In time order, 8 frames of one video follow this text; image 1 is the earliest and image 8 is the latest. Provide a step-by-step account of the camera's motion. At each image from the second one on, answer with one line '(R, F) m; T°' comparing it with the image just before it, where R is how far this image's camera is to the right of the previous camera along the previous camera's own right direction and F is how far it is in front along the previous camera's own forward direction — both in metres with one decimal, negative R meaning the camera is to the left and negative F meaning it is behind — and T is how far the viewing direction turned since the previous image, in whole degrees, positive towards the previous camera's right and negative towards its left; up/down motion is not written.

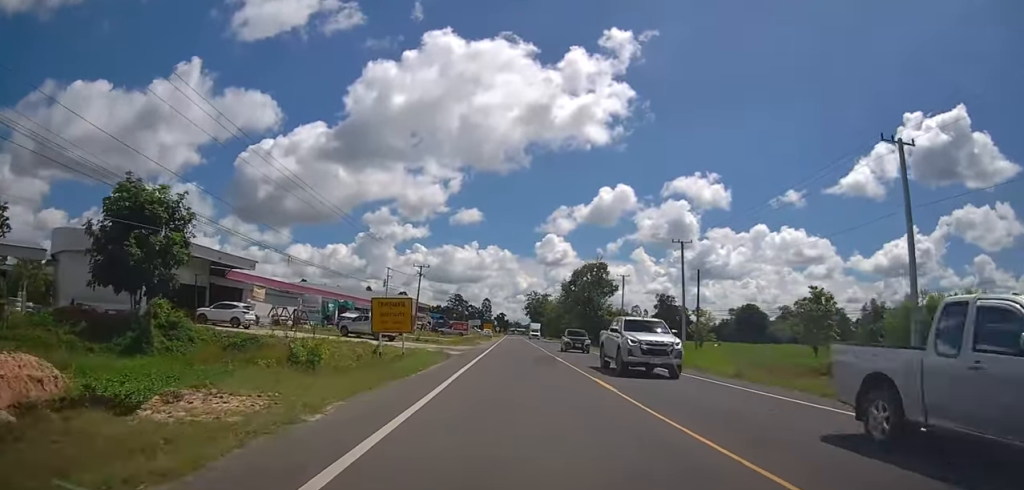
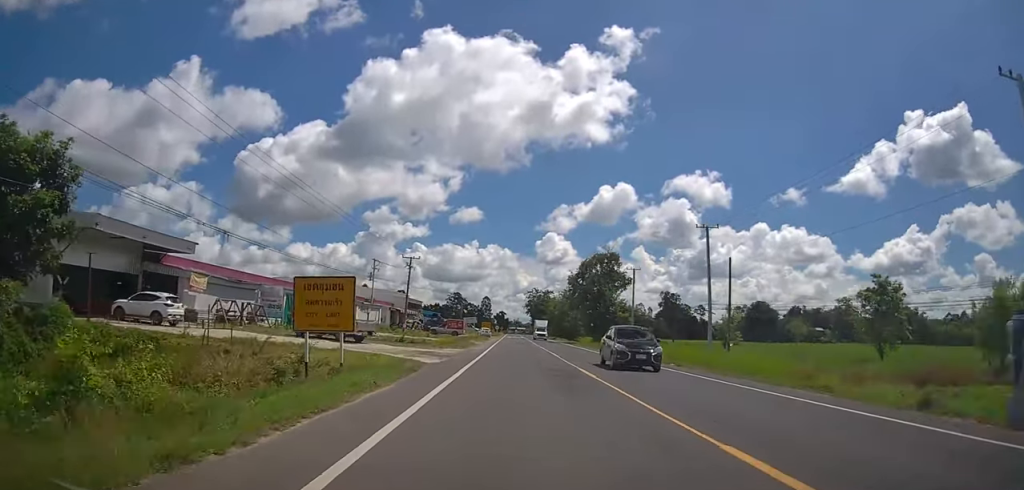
(-0.3, +9.6) m; 0°
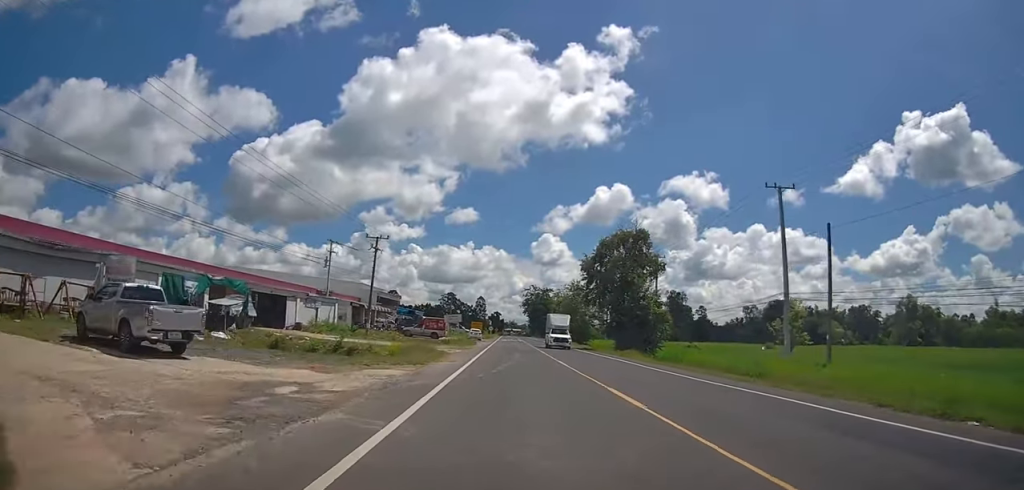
(+0.6, +17.9) m; +2°
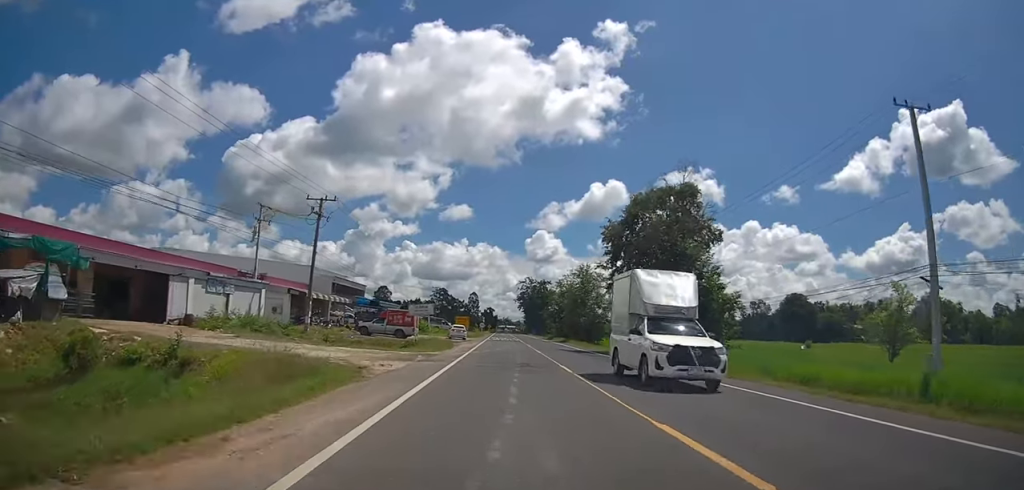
(-0.1, +17.3) m; -2°
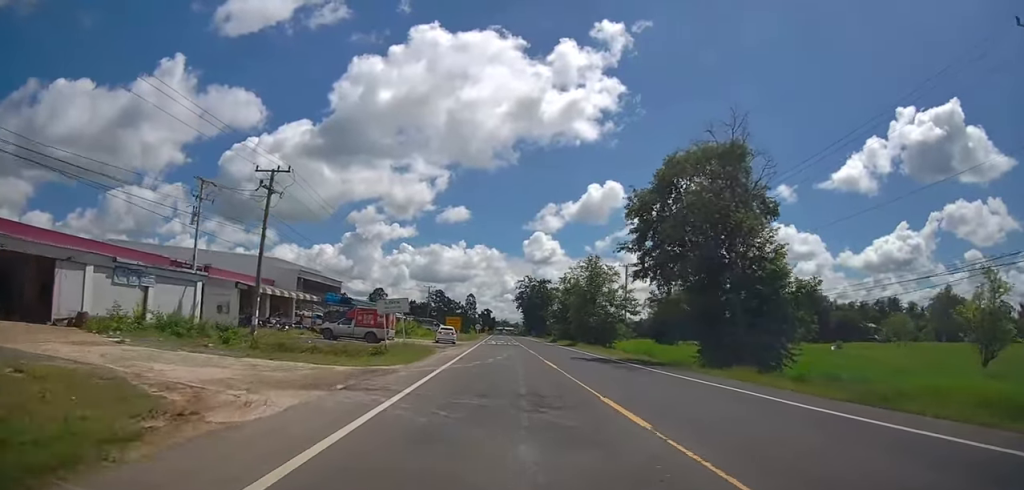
(-0.2, +9.2) m; 0°
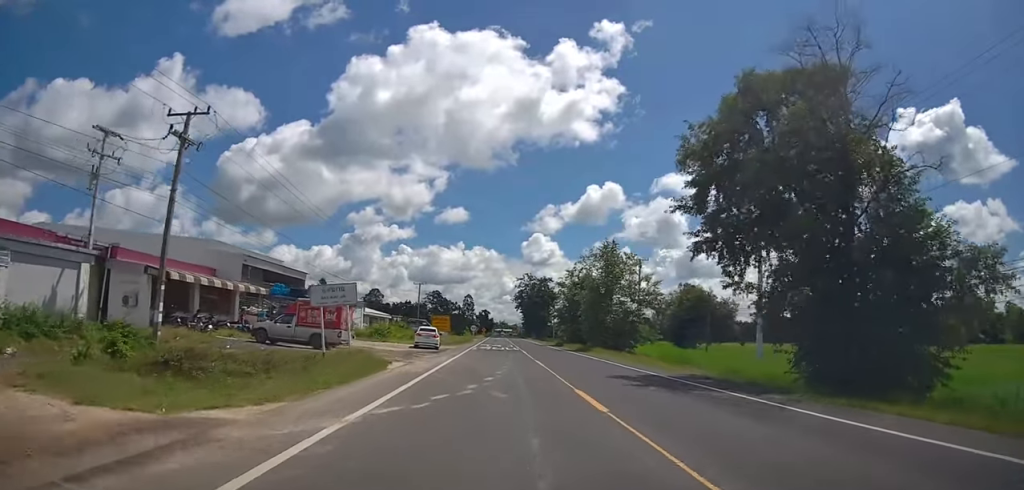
(-0.4, +10.5) m; 0°
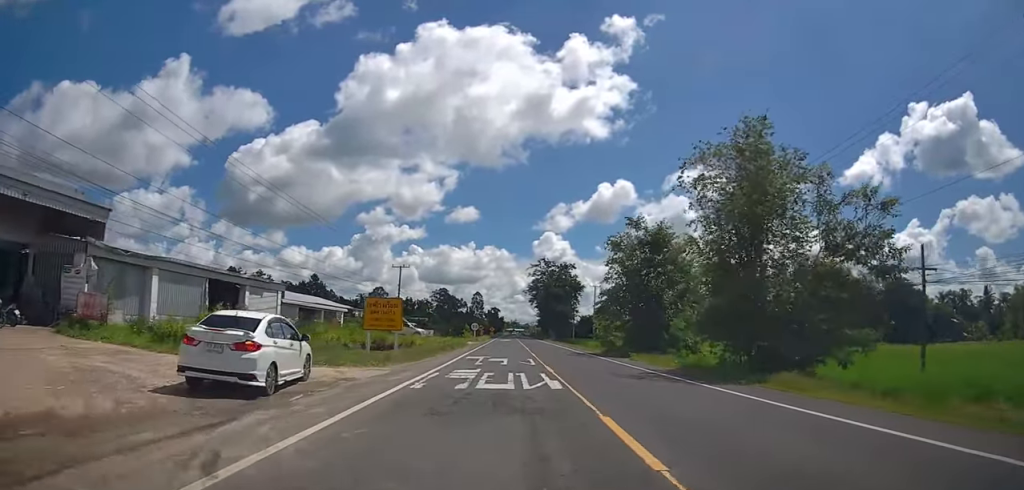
(+0.9, +28.4) m; +1°
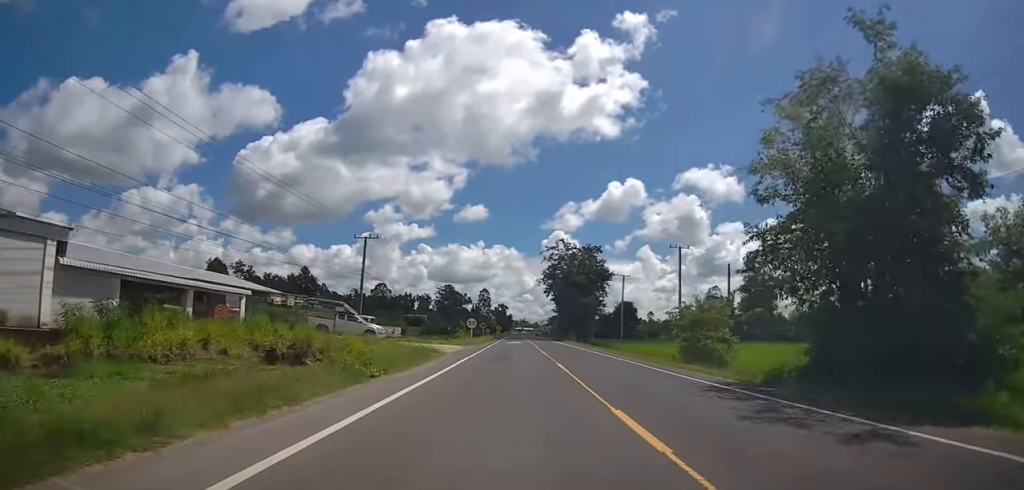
(-0.7, +23.8) m; -2°
